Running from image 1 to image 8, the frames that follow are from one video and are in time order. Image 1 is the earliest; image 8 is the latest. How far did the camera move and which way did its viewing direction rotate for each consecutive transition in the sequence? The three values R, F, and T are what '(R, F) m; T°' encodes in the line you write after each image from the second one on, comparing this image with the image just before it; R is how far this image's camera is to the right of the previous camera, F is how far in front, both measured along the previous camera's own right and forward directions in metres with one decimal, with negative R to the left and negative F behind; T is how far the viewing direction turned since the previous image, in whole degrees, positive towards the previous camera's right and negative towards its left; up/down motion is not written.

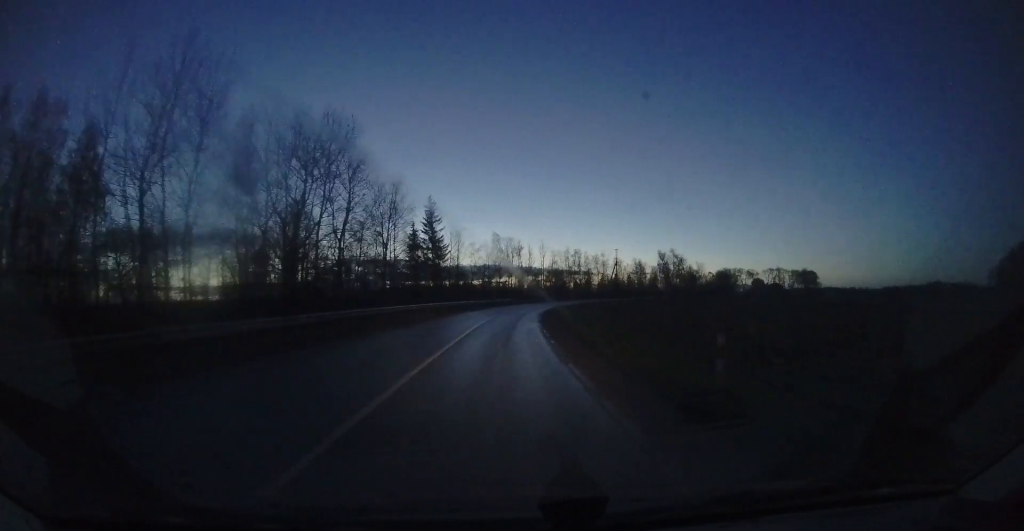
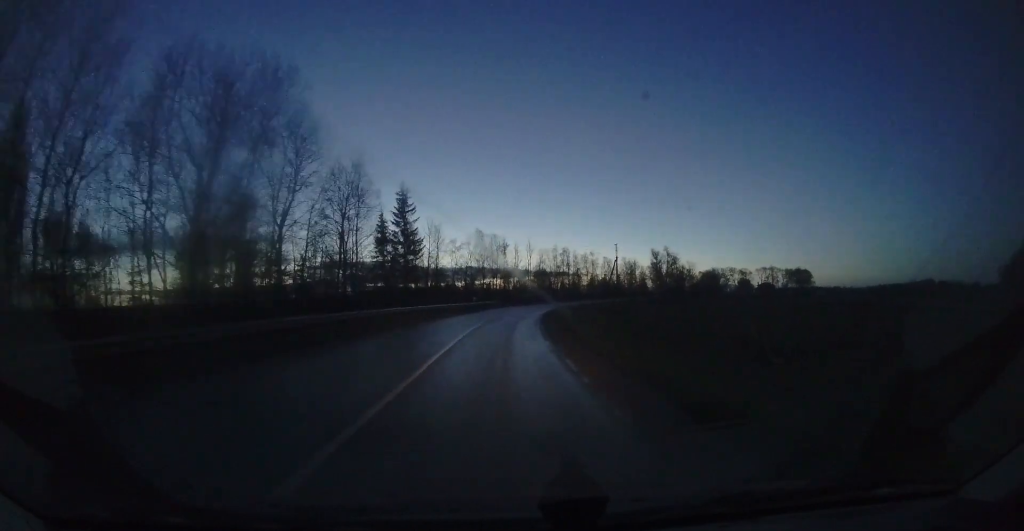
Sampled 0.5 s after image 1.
(+0.2, +8.2) m; +3°
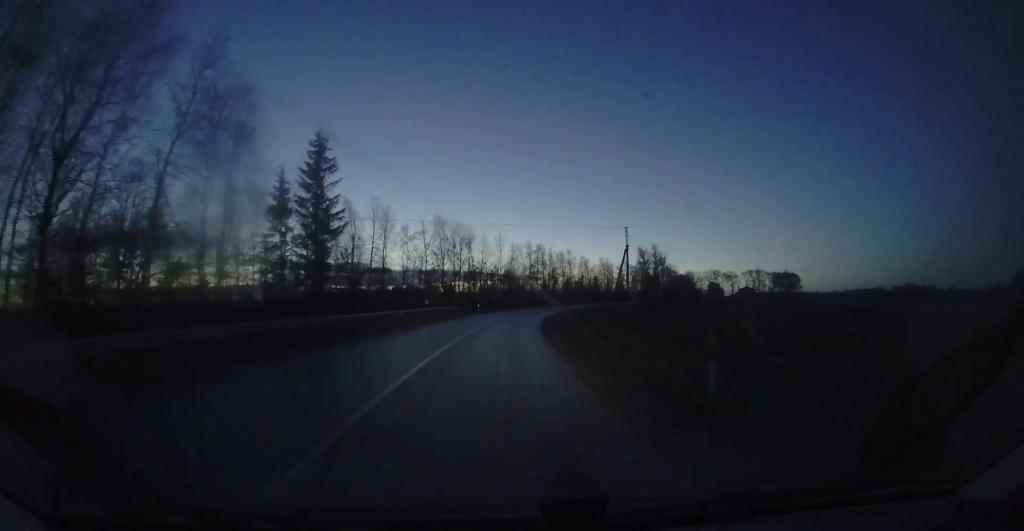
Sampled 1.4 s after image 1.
(+1.0, +16.8) m; +8°
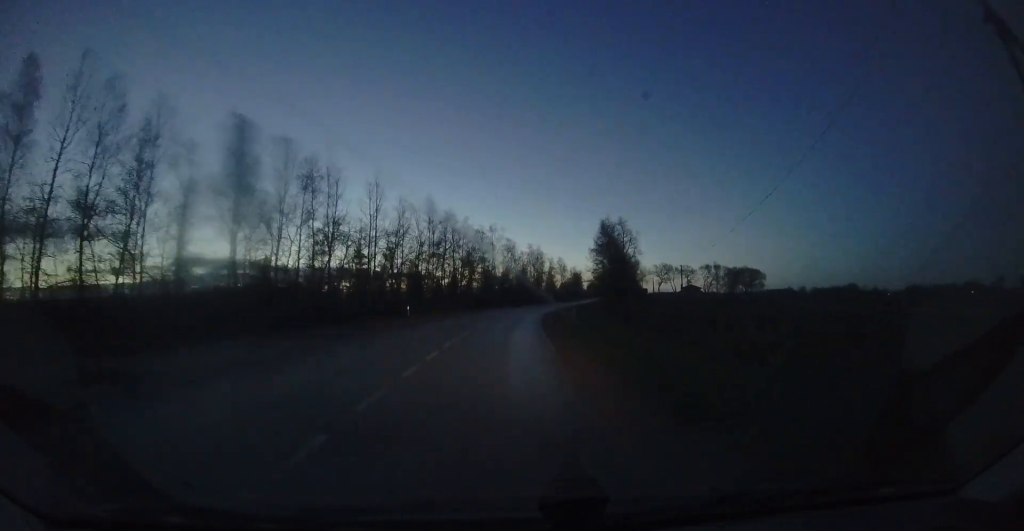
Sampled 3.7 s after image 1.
(+6.4, +39.2) m; +16°
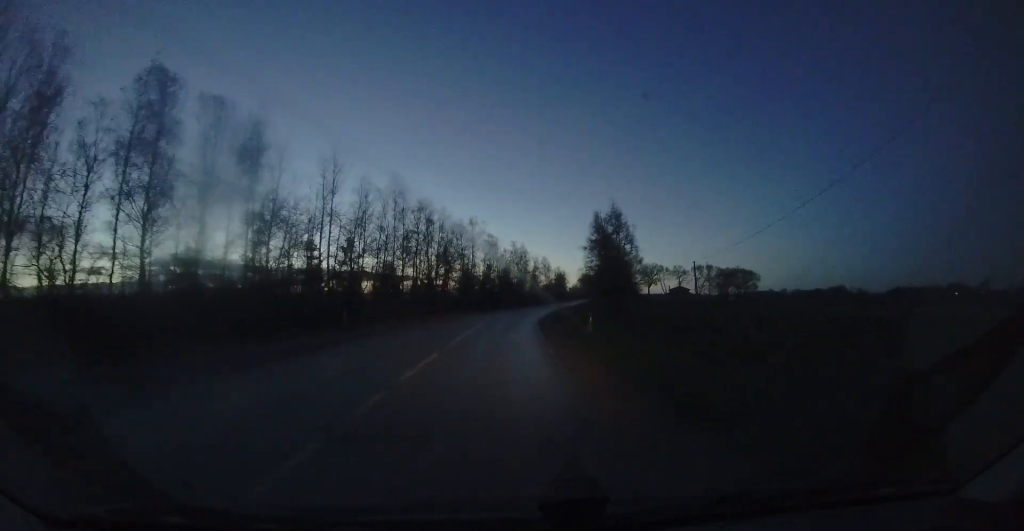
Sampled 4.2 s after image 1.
(+0.2, +8.4) m; +2°
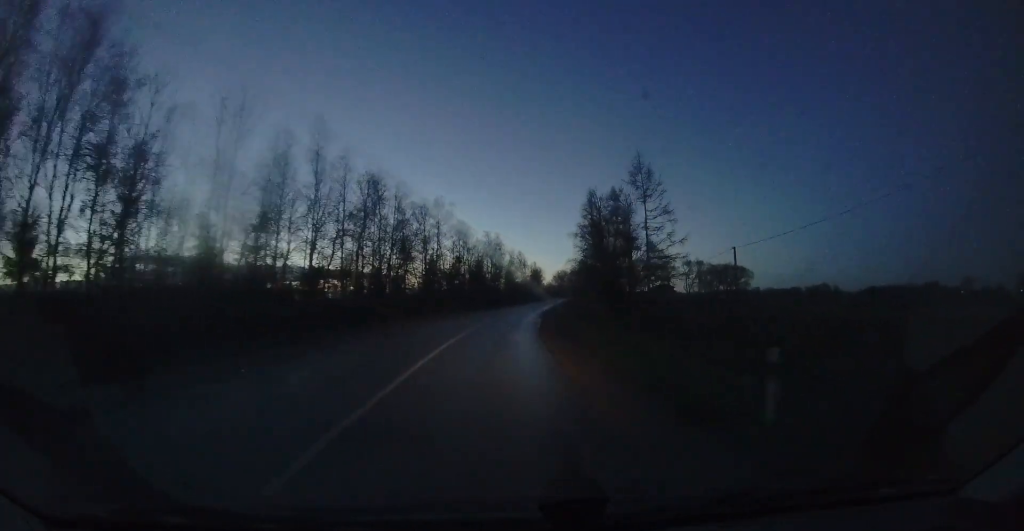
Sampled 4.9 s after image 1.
(+0.4, +12.7) m; +4°
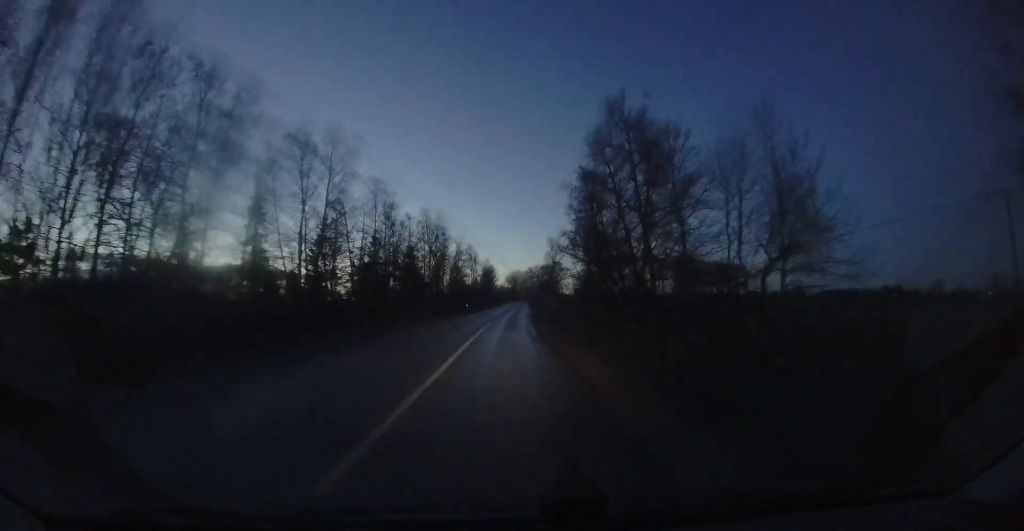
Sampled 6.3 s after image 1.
(+1.7, +25.5) m; +9°
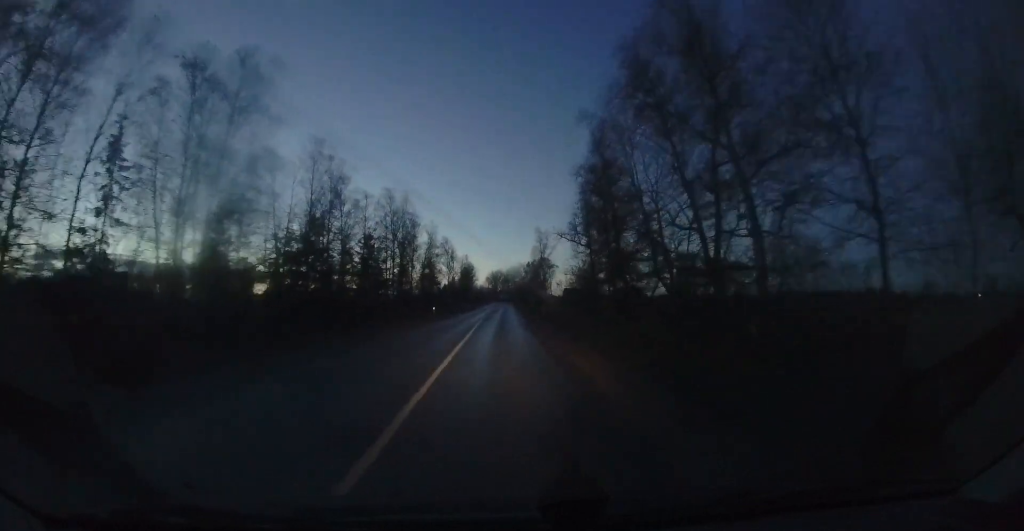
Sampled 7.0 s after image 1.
(+0.5, +11.8) m; +4°
